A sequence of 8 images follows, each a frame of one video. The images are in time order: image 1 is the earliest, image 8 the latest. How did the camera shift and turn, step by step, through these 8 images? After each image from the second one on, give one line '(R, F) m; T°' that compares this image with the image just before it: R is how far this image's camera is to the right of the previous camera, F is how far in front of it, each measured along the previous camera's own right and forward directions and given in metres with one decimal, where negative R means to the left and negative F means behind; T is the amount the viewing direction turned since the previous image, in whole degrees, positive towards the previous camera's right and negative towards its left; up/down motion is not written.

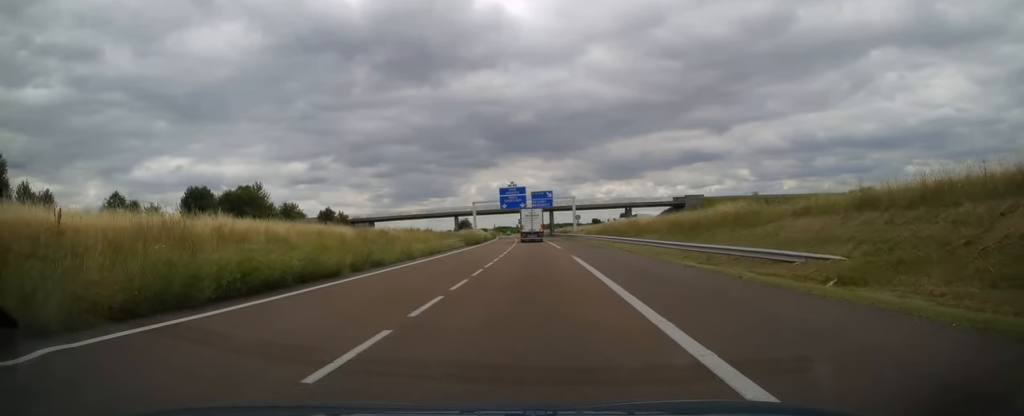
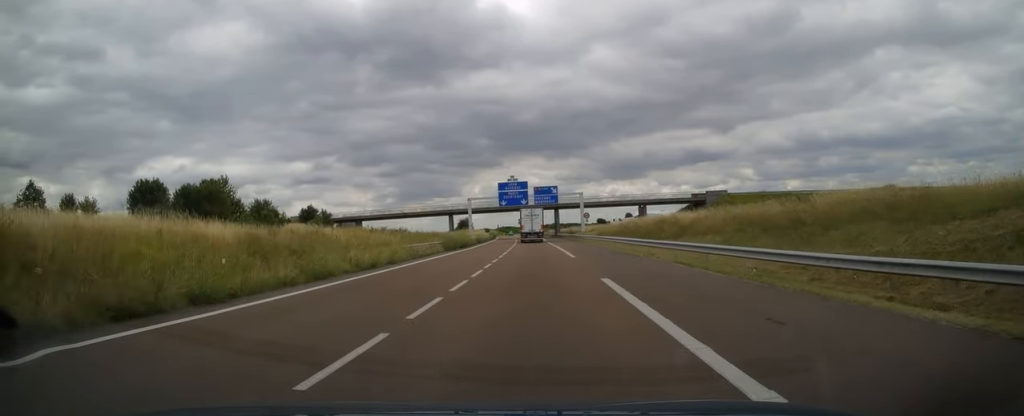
(-0.1, +13.3) m; 0°
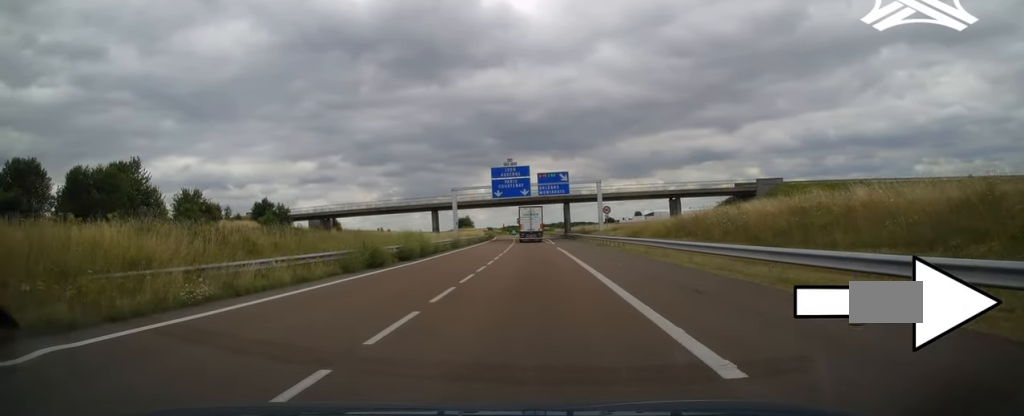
(-0.2, +24.0) m; -1°
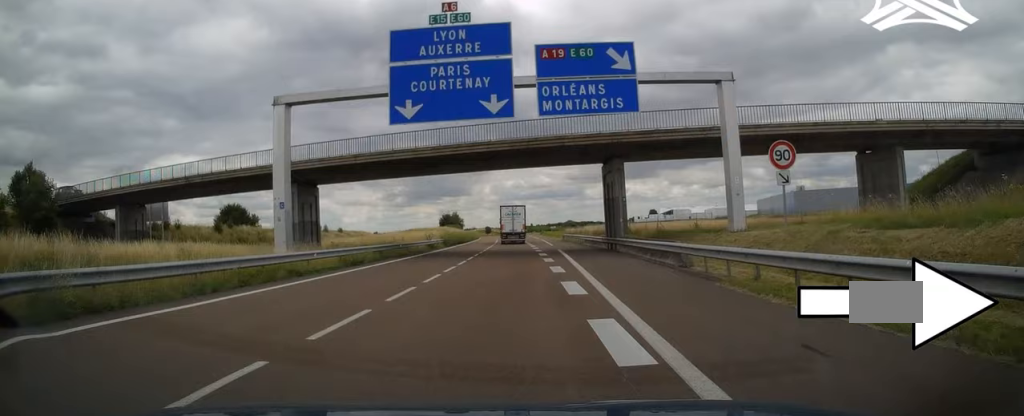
(-0.4, +56.5) m; -1°
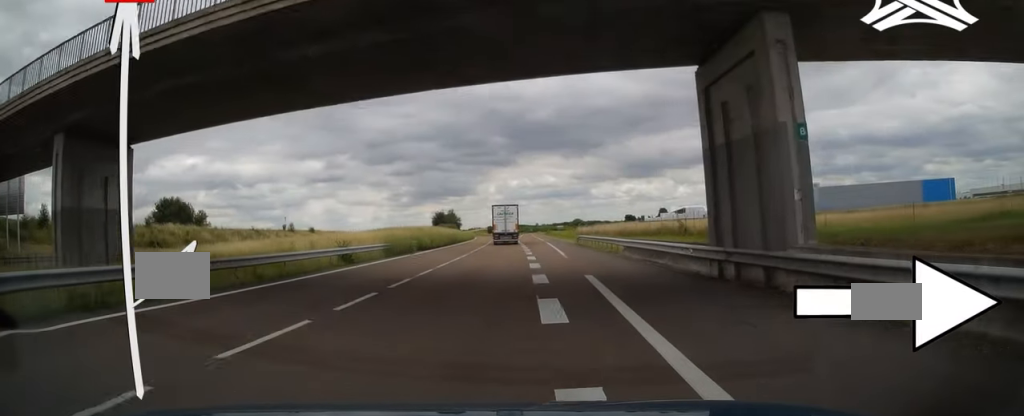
(-0.1, +23.2) m; 0°
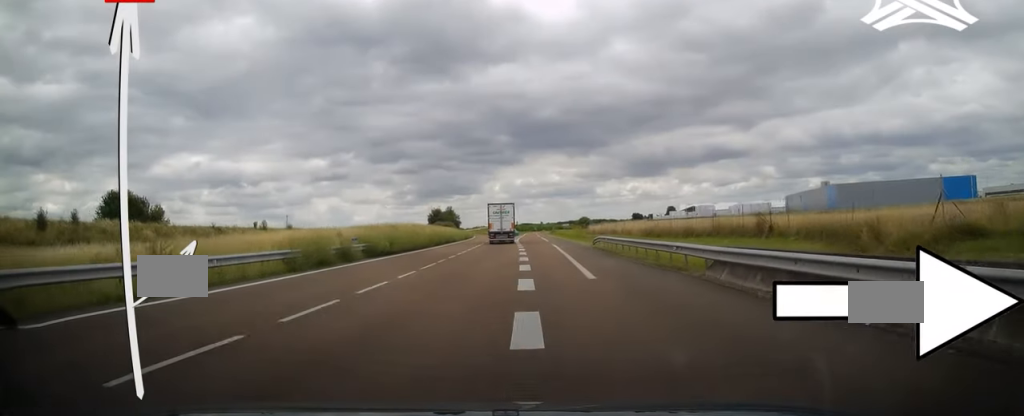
(0.0, +14.7) m; 0°
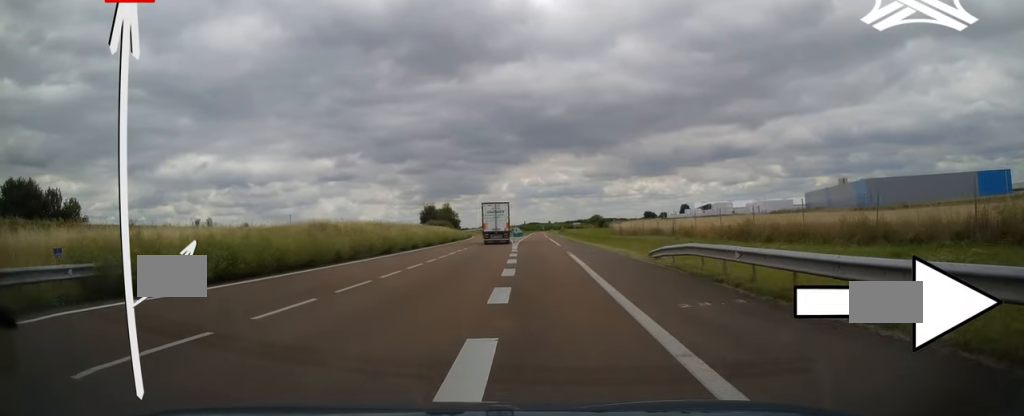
(-0.1, +21.9) m; -1°
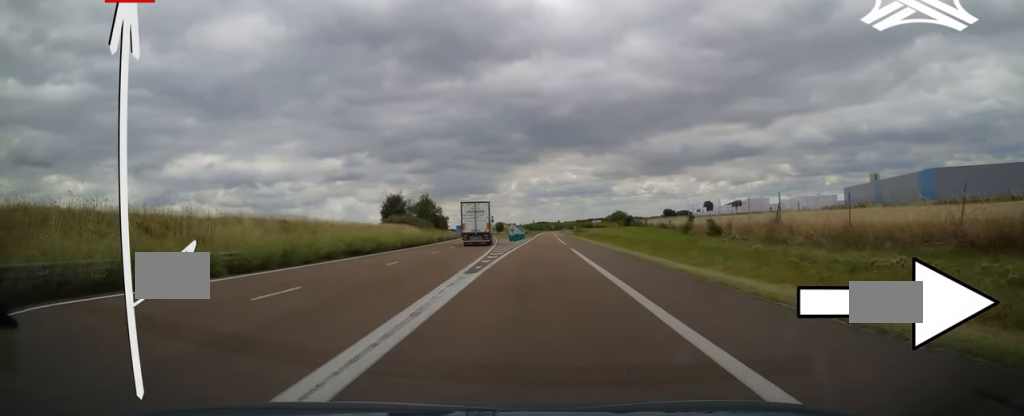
(-0.5, +45.4) m; -1°
